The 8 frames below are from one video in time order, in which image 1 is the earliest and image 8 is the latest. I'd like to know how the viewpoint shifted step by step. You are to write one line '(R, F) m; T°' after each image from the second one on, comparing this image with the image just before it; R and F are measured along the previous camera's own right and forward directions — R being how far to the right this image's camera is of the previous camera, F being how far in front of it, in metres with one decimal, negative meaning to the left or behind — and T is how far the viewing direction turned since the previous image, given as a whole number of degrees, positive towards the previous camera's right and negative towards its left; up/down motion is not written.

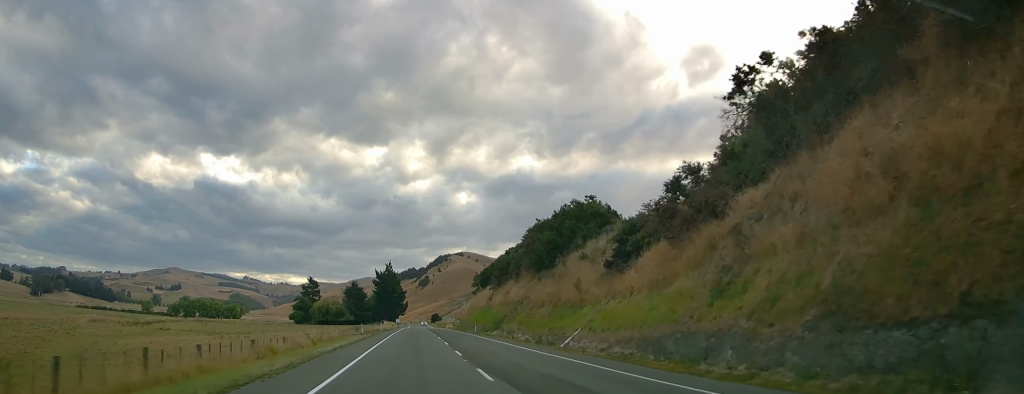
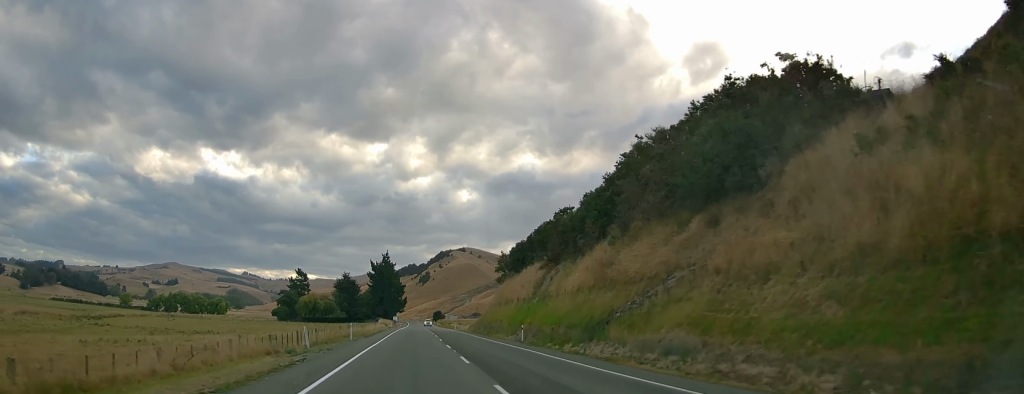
(-0.6, +33.4) m; 0°
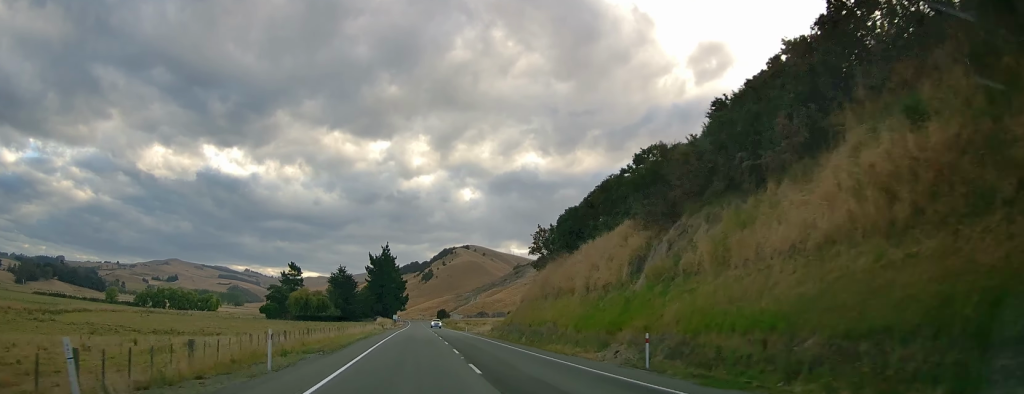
(+0.5, +22.8) m; +1°
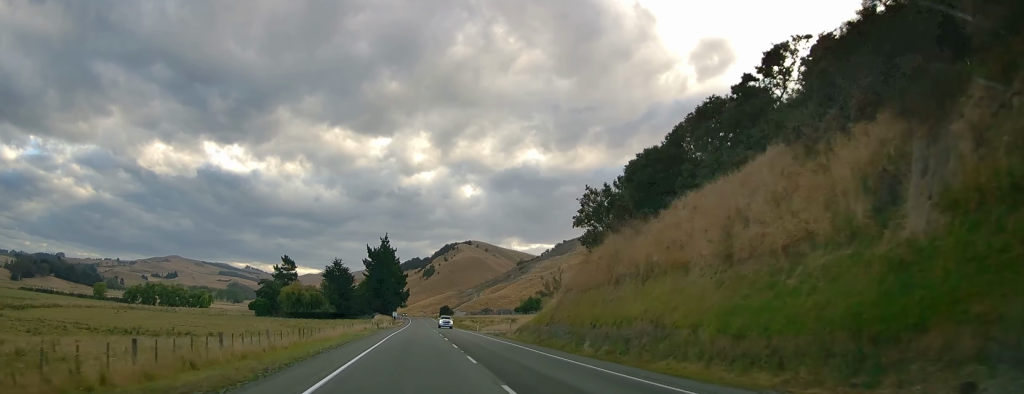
(-0.2, +16.5) m; 0°
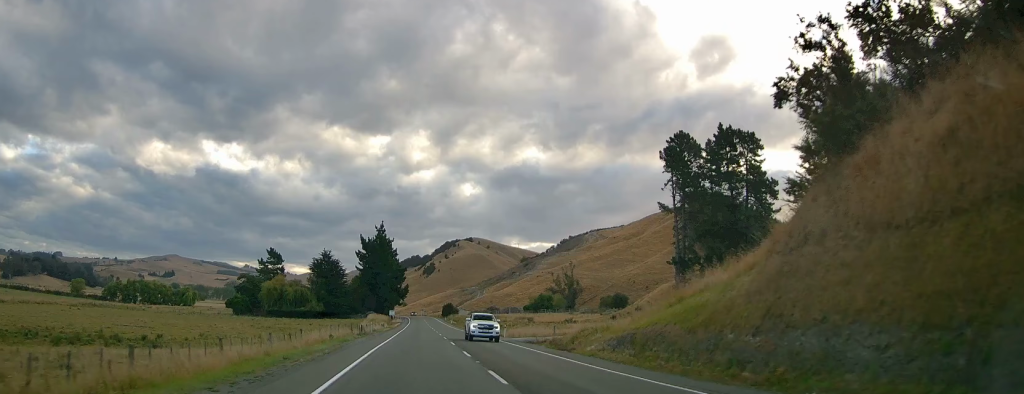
(0.0, +25.9) m; 0°
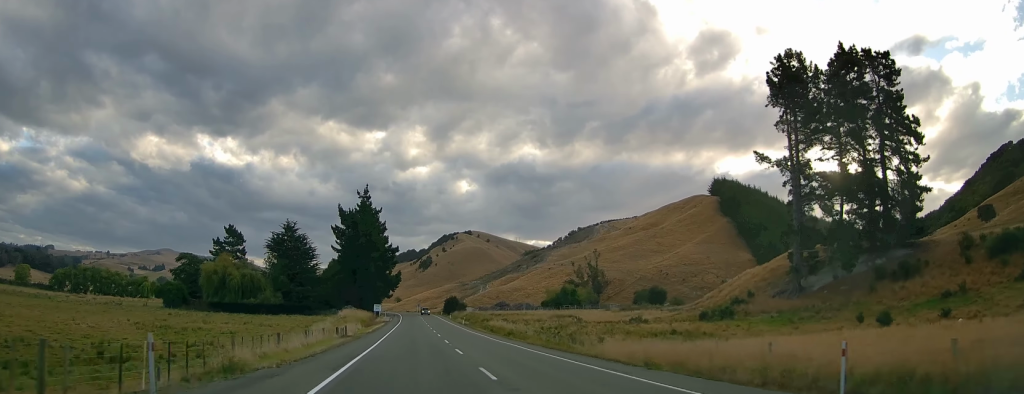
(+0.3, +49.1) m; 0°
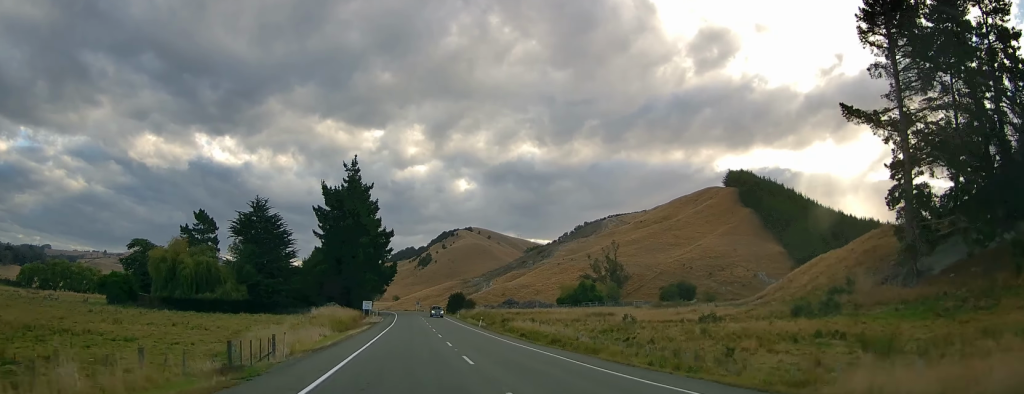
(-0.1, +25.9) m; 0°
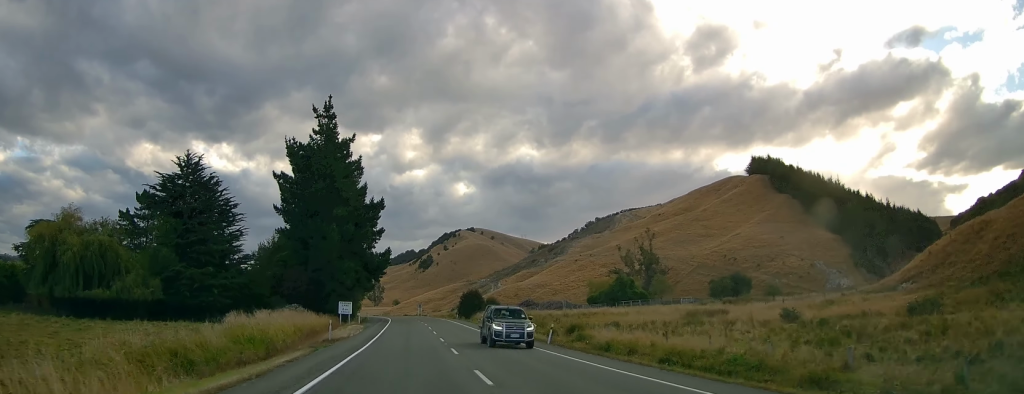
(0.0, +35.1) m; 0°
